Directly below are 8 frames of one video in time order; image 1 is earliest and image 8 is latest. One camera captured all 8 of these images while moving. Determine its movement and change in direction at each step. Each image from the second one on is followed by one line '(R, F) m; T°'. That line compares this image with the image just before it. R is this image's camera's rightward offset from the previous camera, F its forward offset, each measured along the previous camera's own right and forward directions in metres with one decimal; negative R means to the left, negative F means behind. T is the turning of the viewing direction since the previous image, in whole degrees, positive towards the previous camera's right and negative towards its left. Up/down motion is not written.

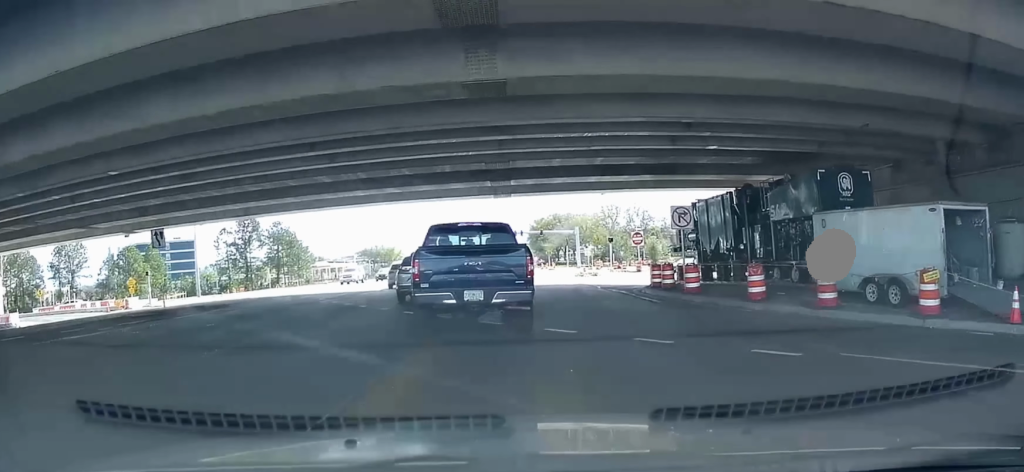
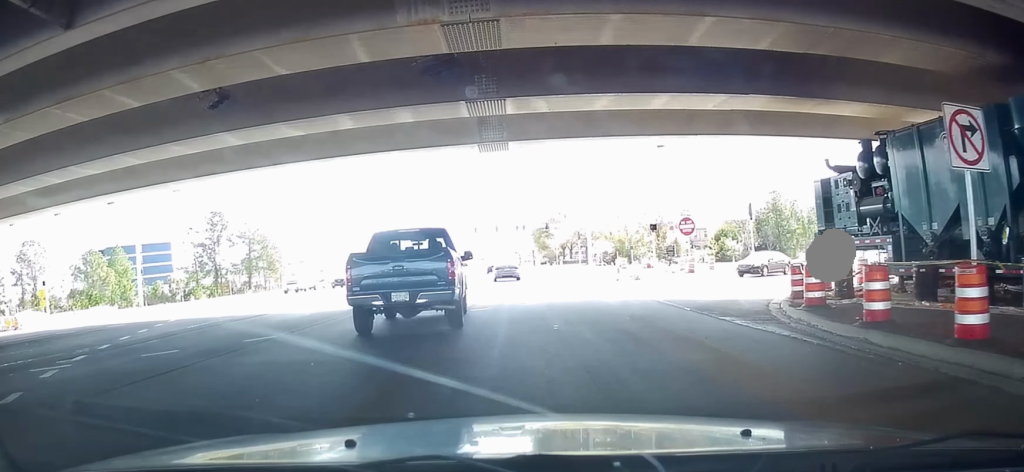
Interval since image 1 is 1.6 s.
(-0.3, +15.3) m; +1°
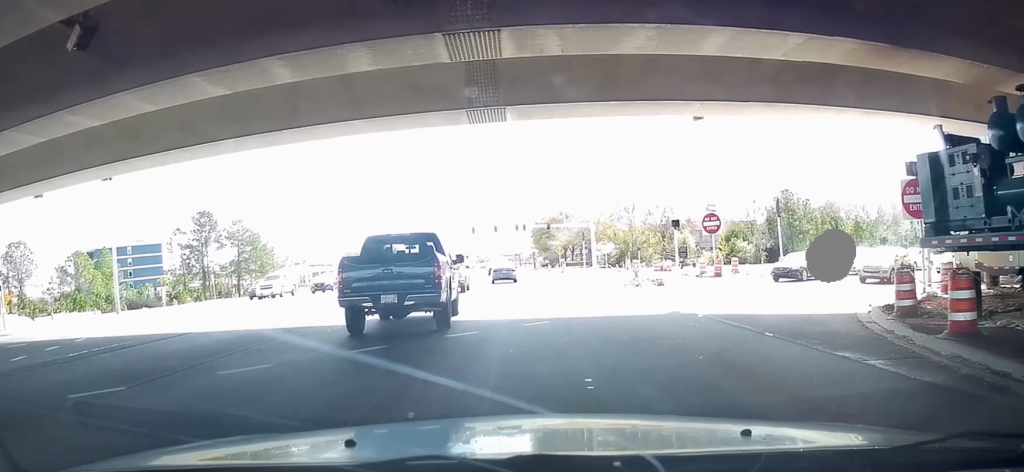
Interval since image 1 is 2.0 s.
(+0.1, +4.7) m; +1°
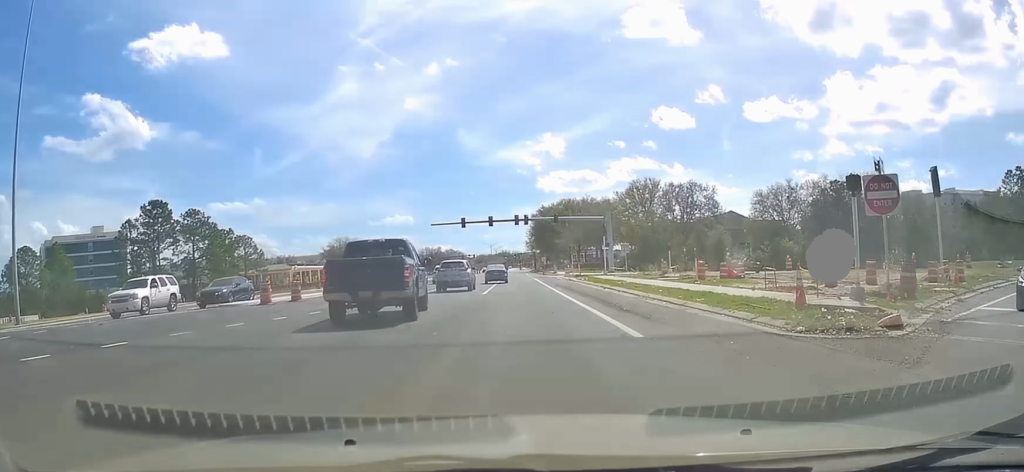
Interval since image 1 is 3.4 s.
(+0.1, +15.5) m; 0°
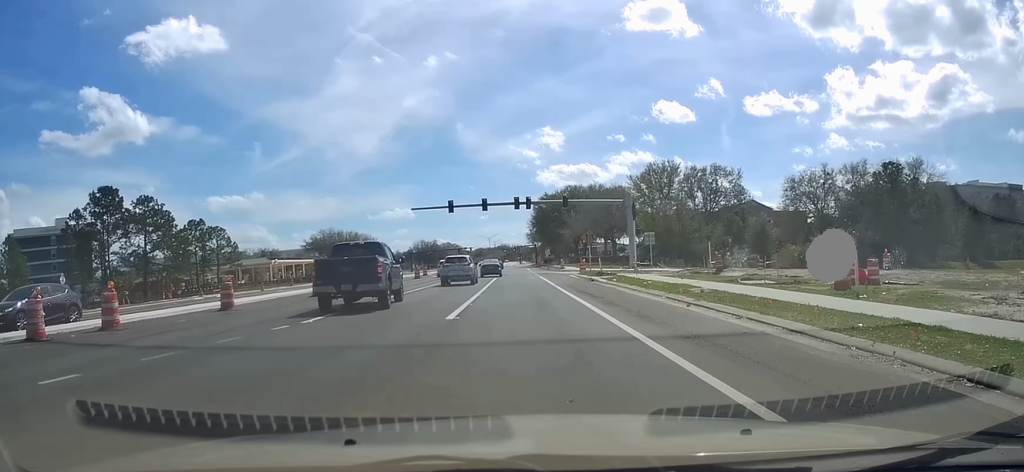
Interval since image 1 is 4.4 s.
(-0.2, +13.2) m; -2°
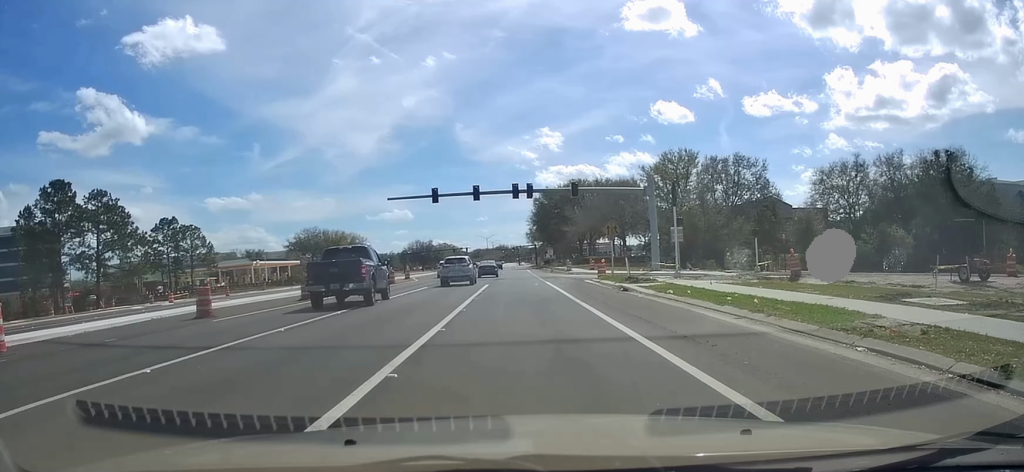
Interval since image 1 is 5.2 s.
(-0.2, +10.9) m; -1°
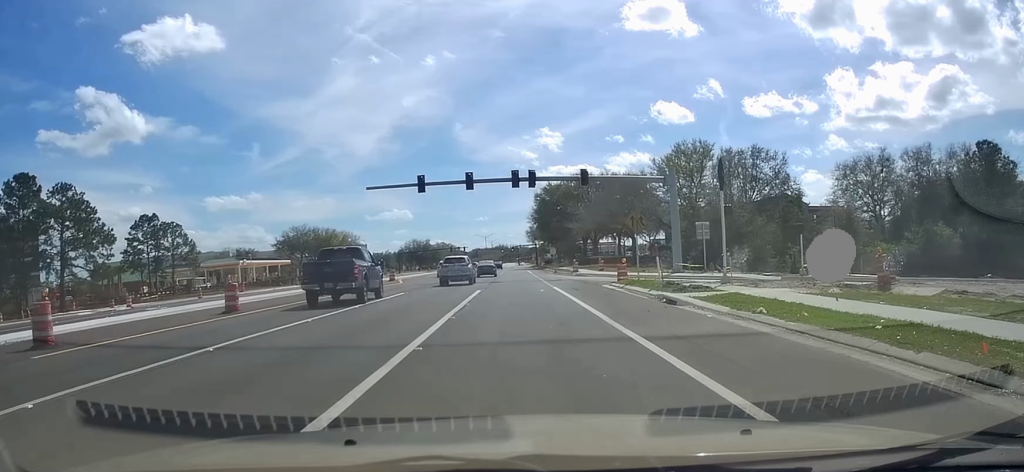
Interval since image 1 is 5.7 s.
(0.0, +7.8) m; 0°
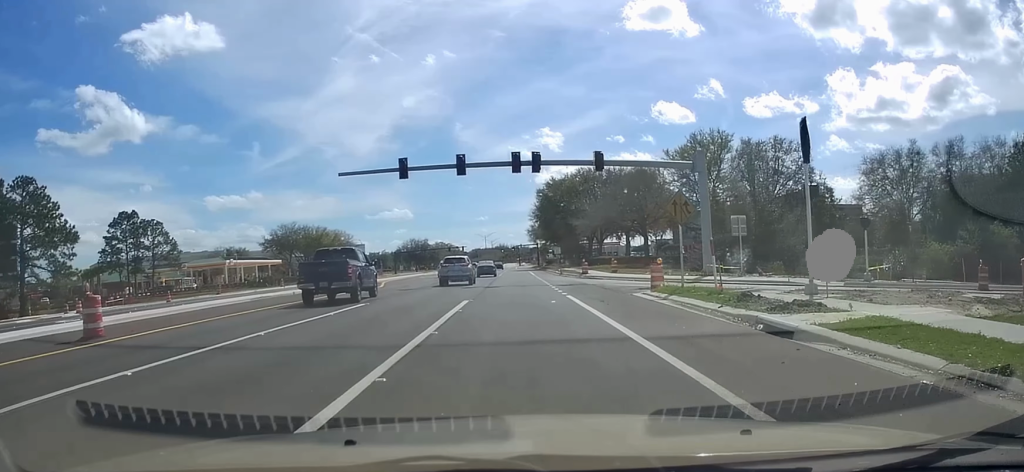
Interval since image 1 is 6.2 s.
(0.0, +7.6) m; 0°
